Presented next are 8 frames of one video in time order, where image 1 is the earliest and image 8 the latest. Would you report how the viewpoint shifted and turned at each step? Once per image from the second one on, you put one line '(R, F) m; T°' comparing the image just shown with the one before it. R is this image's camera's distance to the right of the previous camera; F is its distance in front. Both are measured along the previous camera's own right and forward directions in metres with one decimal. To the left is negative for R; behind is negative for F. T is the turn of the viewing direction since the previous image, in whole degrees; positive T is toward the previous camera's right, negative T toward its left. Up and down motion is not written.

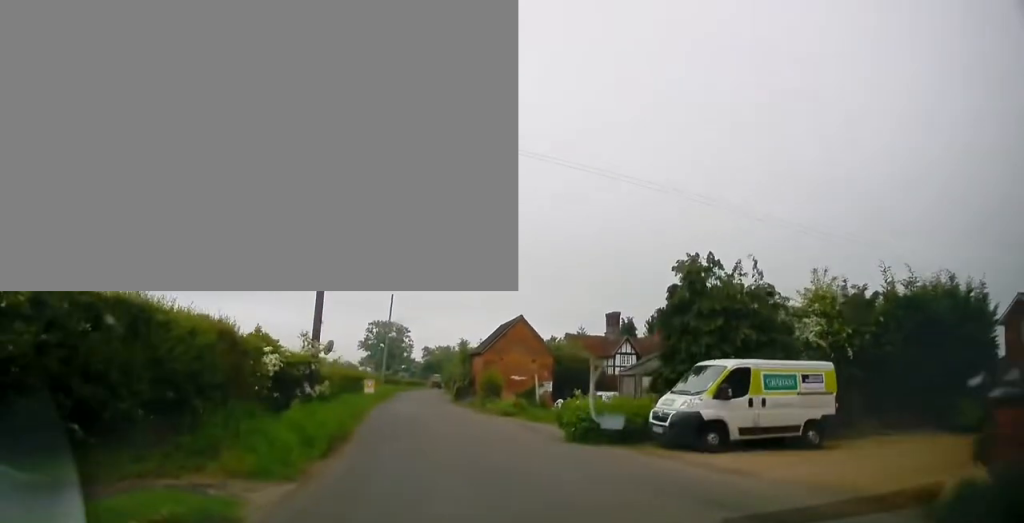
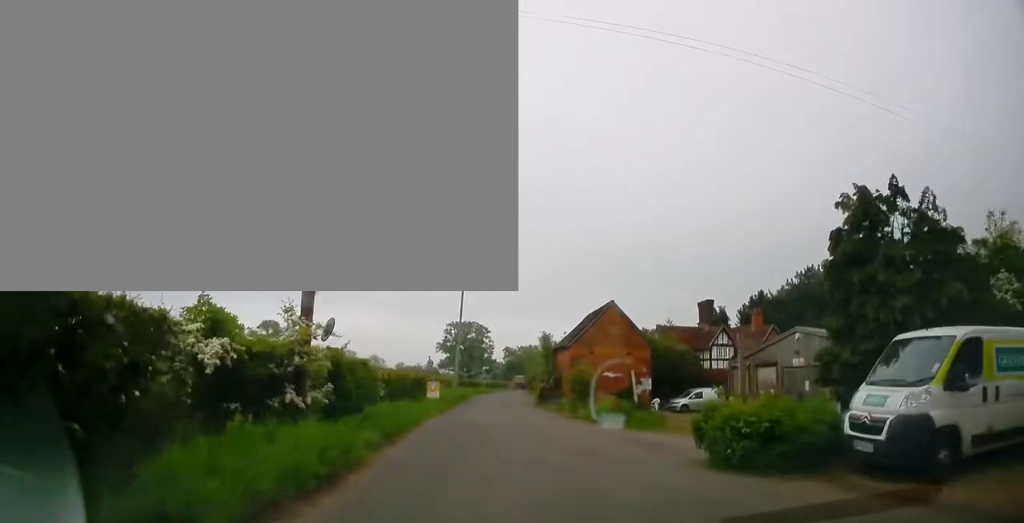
(-0.3, +5.8) m; -5°
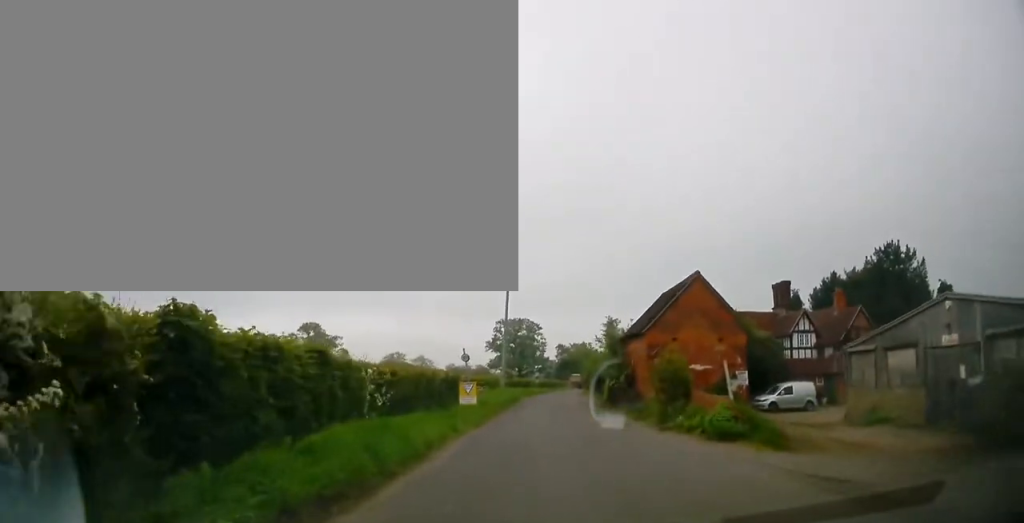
(-0.3, +7.1) m; -5°
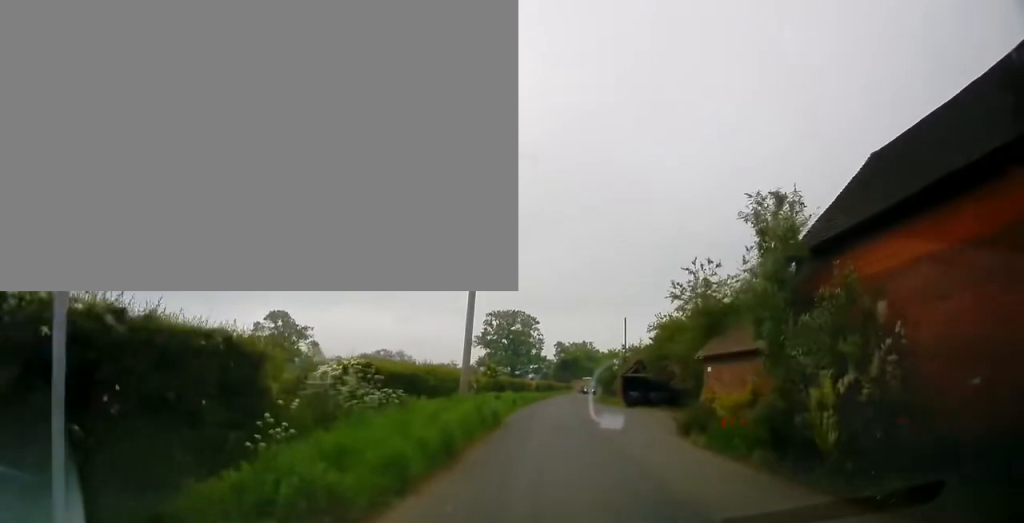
(-0.4, +20.2) m; 0°
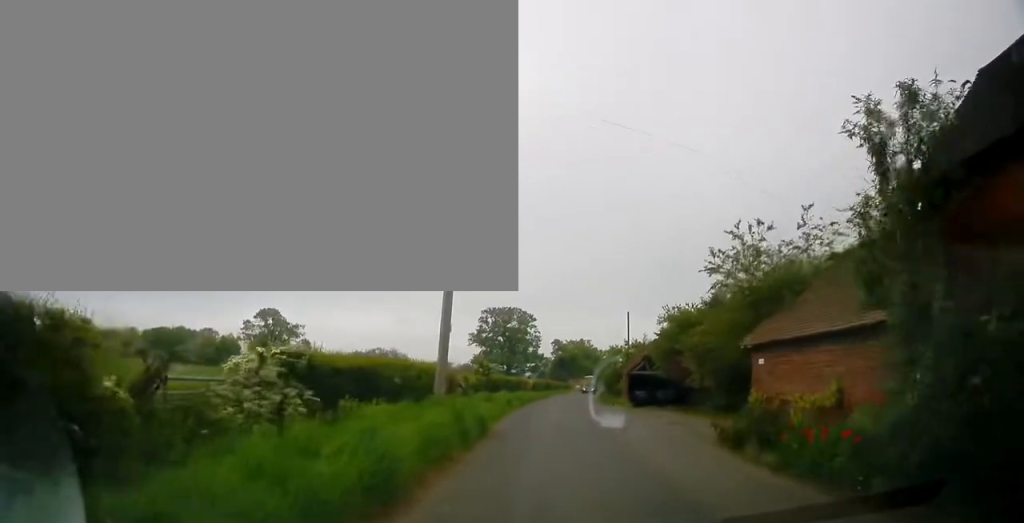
(0.0, +4.3) m; 0°
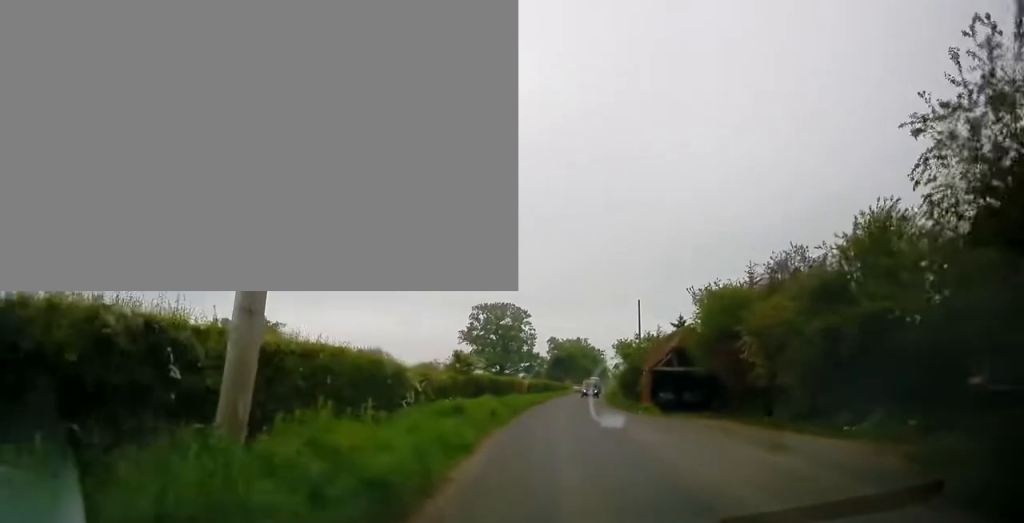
(0.0, +8.7) m; +1°
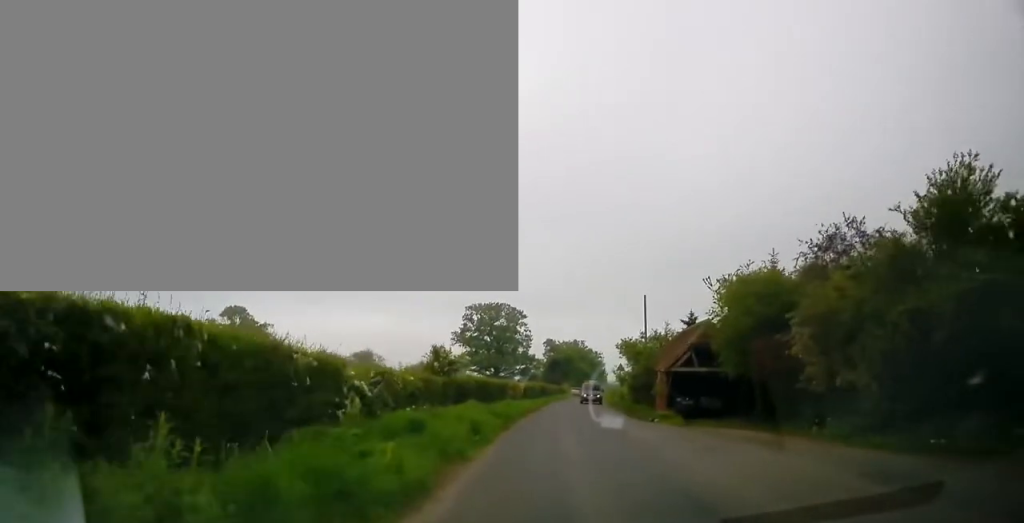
(+0.1, +4.6) m; -1°
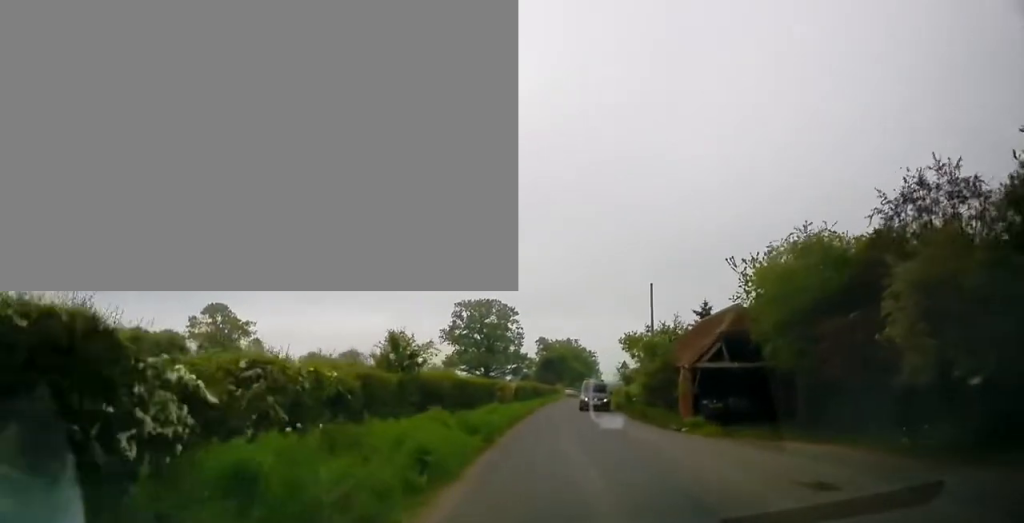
(-0.1, +5.6) m; 0°
